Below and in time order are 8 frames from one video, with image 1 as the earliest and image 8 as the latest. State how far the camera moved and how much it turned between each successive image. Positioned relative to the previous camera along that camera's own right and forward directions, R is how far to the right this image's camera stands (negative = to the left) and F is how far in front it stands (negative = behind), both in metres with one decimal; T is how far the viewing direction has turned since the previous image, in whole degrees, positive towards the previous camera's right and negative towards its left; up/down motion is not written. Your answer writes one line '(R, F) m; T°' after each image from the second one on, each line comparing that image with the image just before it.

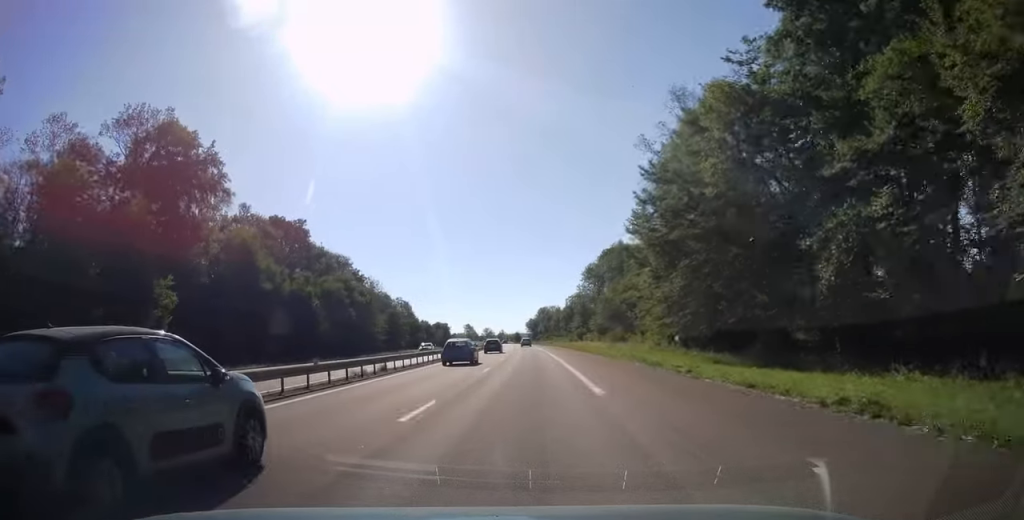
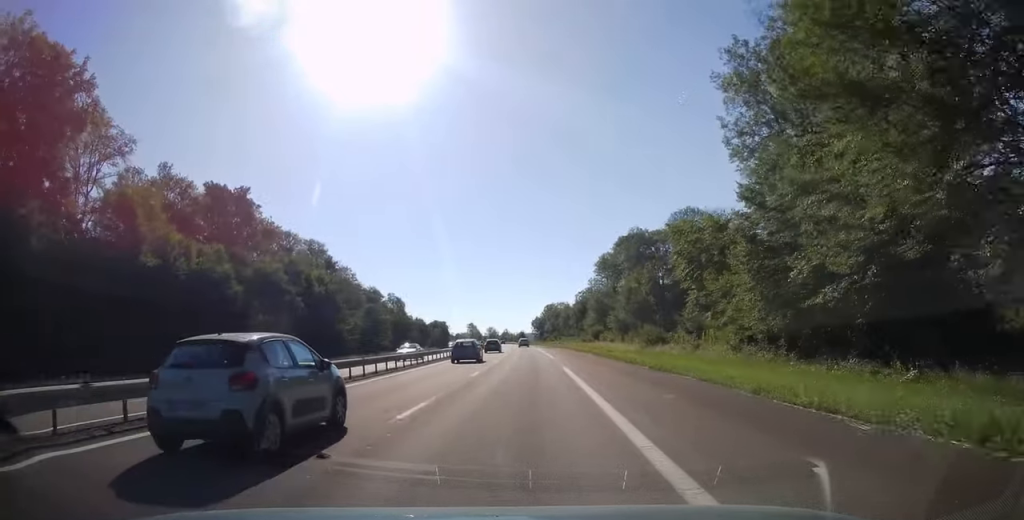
(-0.2, +25.3) m; -1°
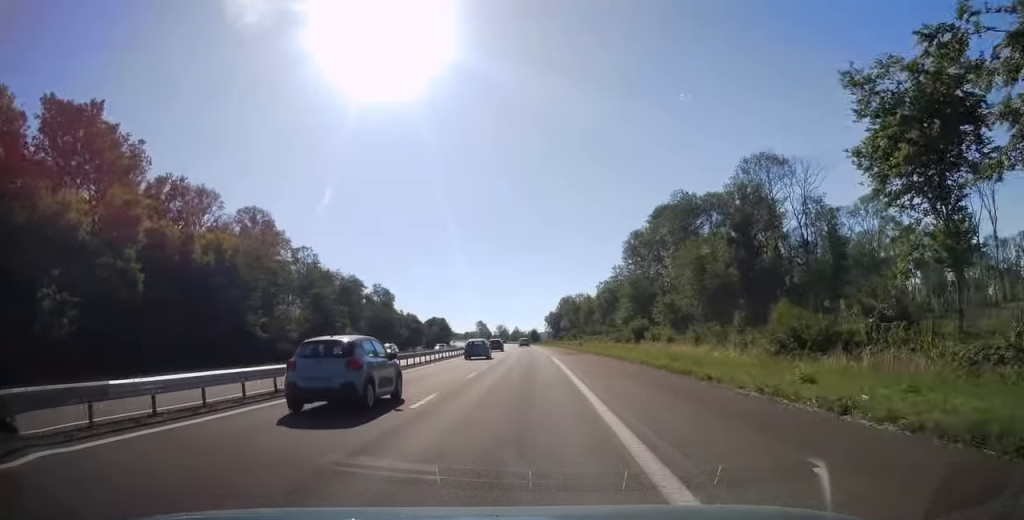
(-0.4, +37.2) m; -1°
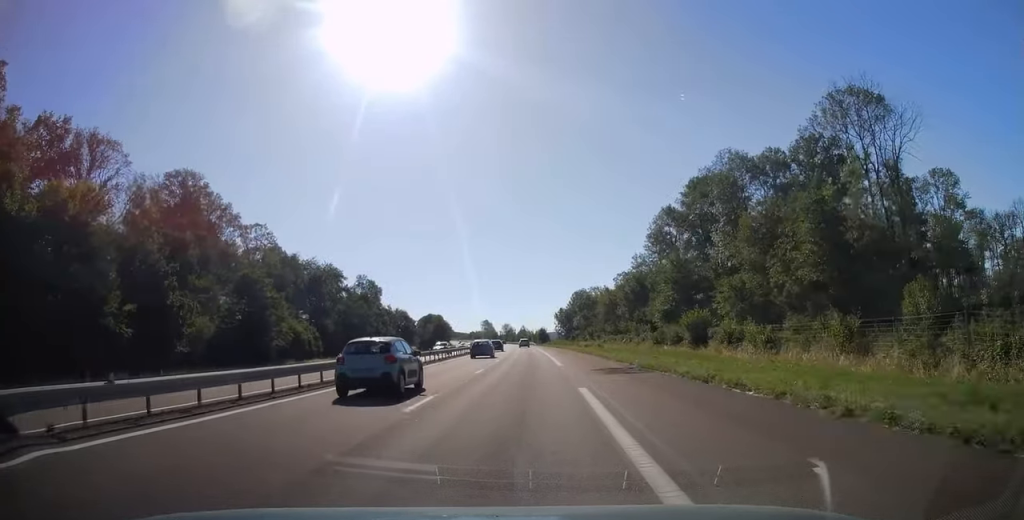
(-0.1, +26.3) m; -1°
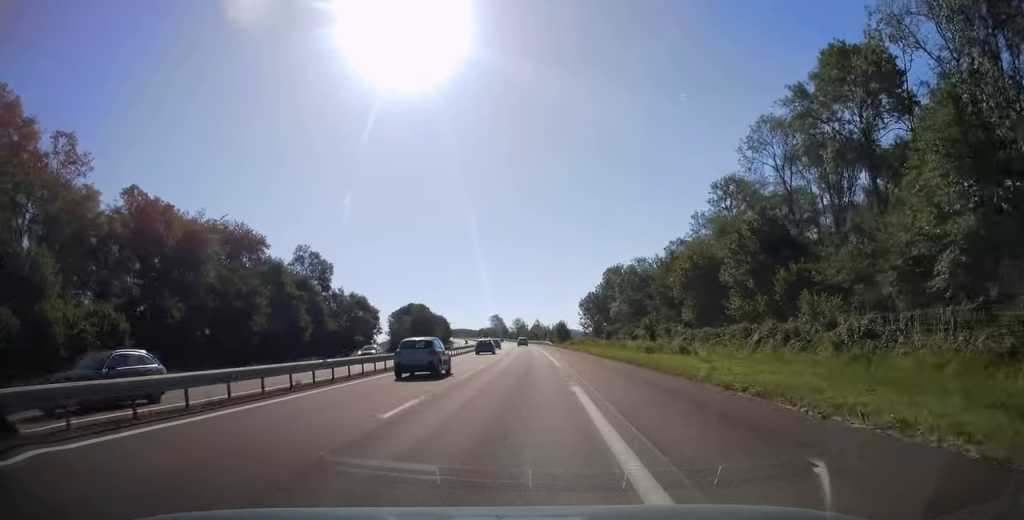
(-0.8, +52.7) m; -2°
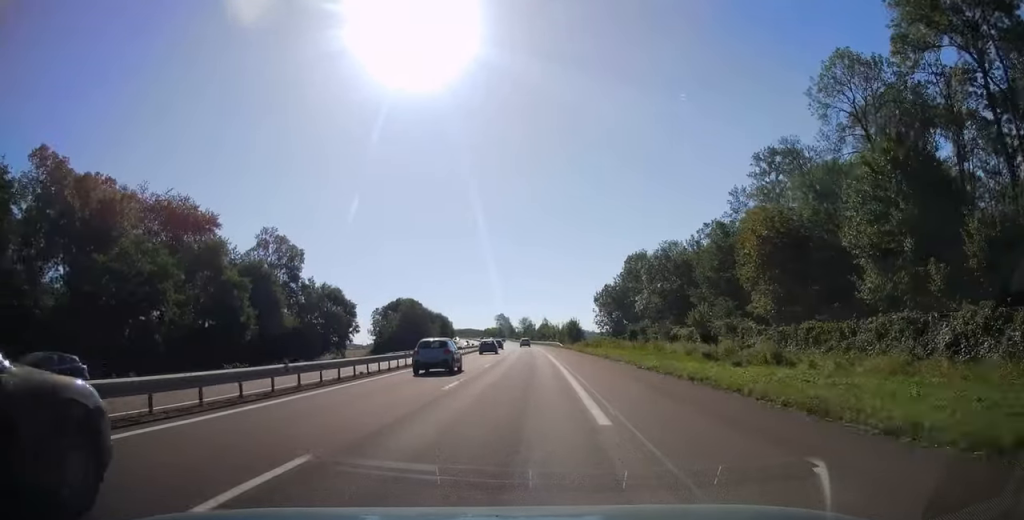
(+0.1, +19.6) m; 0°
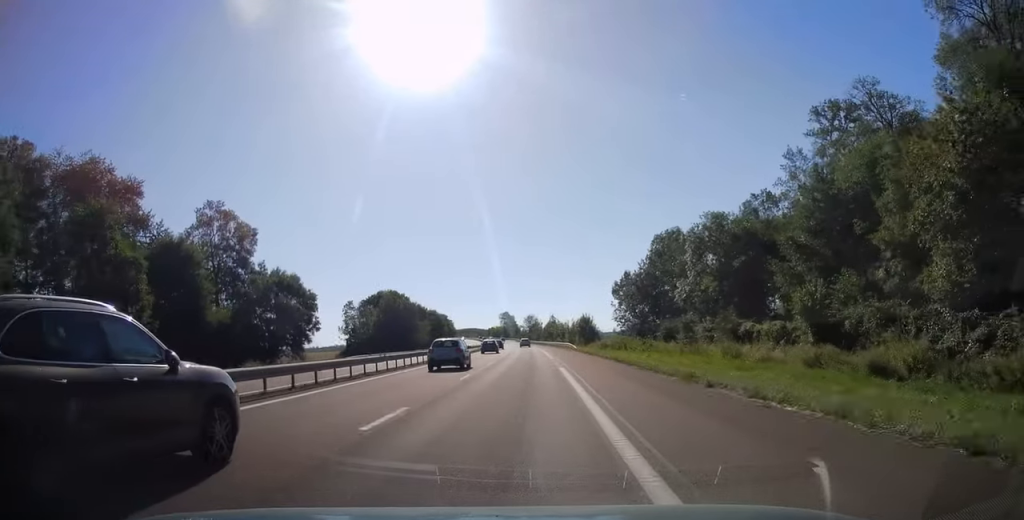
(-0.2, +20.7) m; -1°
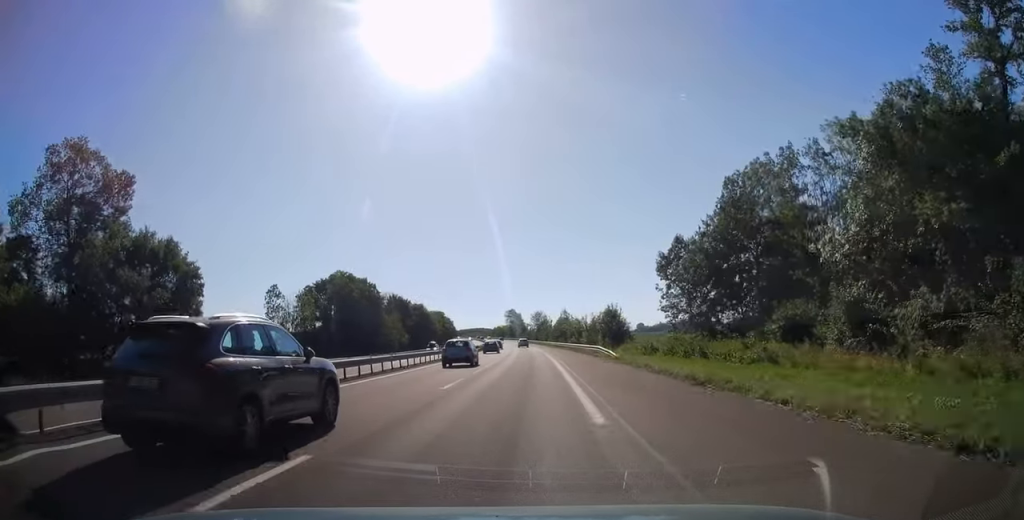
(-0.5, +31.0) m; -1°
